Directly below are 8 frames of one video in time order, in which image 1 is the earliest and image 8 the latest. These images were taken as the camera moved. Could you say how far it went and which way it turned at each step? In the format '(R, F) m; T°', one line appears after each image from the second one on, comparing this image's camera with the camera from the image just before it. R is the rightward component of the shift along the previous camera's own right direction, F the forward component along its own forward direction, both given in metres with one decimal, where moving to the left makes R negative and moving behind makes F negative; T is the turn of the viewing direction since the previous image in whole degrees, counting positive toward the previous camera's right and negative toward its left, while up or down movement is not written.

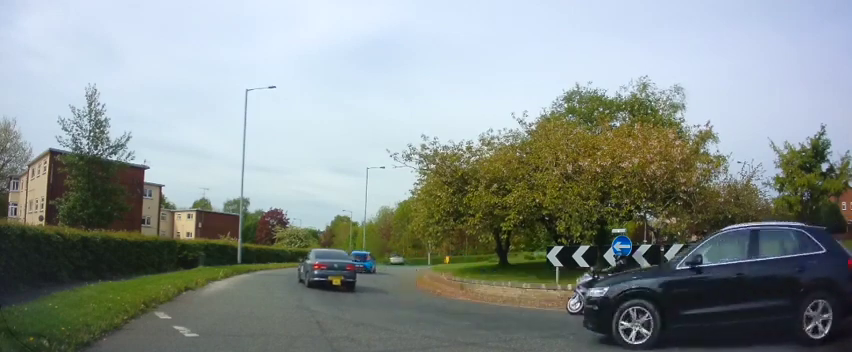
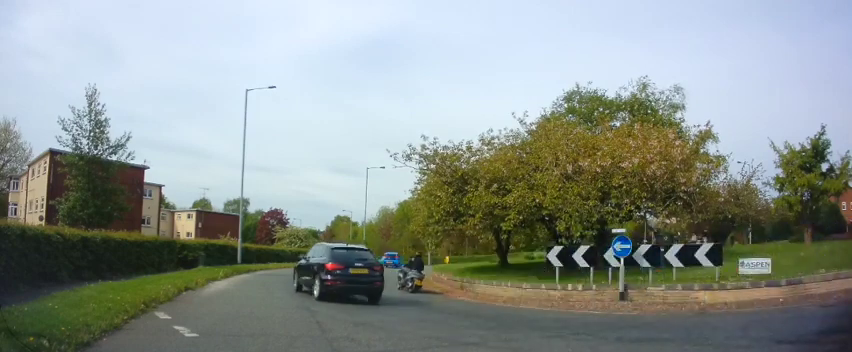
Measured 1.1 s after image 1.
(0.0, 0.0) m; 0°
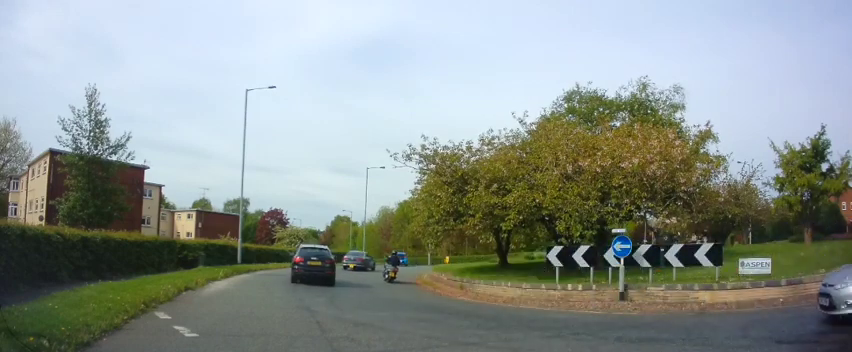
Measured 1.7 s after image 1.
(0.0, 0.0) m; 0°
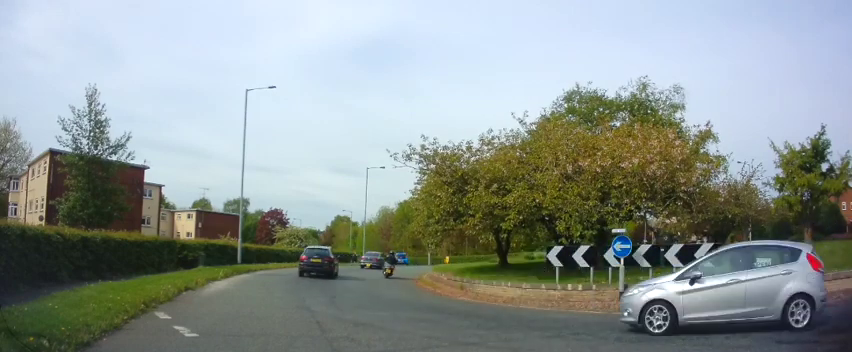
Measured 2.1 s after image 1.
(0.0, 0.0) m; 0°
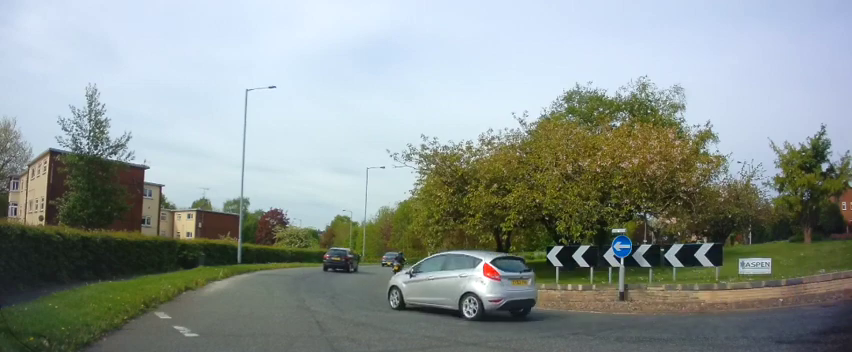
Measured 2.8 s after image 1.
(0.0, 0.0) m; 0°
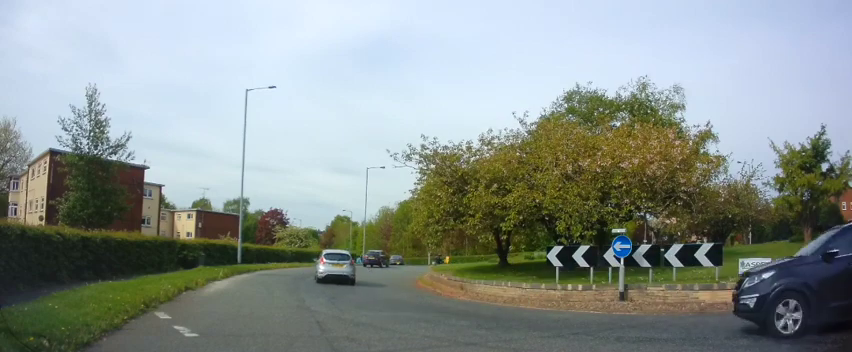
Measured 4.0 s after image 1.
(0.0, 0.0) m; 0°
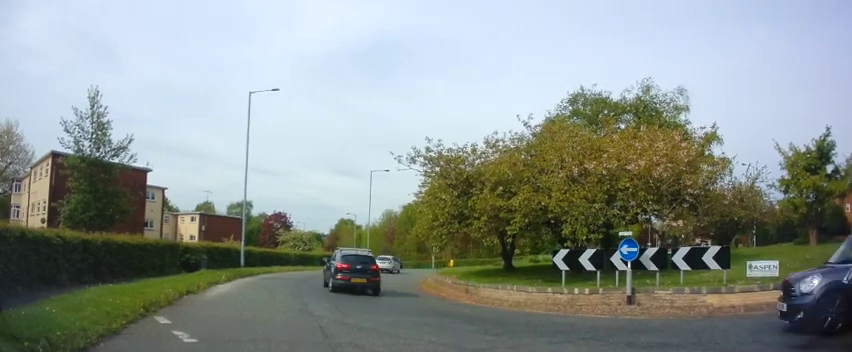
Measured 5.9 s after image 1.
(-0.1, +0.3) m; 0°
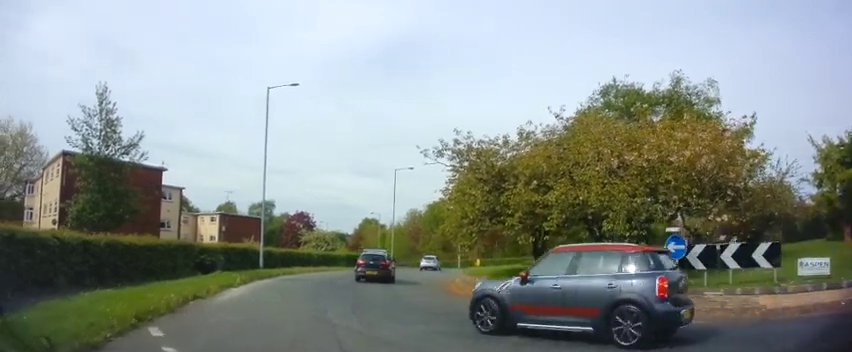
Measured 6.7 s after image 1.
(-0.2, +0.8) m; -4°
